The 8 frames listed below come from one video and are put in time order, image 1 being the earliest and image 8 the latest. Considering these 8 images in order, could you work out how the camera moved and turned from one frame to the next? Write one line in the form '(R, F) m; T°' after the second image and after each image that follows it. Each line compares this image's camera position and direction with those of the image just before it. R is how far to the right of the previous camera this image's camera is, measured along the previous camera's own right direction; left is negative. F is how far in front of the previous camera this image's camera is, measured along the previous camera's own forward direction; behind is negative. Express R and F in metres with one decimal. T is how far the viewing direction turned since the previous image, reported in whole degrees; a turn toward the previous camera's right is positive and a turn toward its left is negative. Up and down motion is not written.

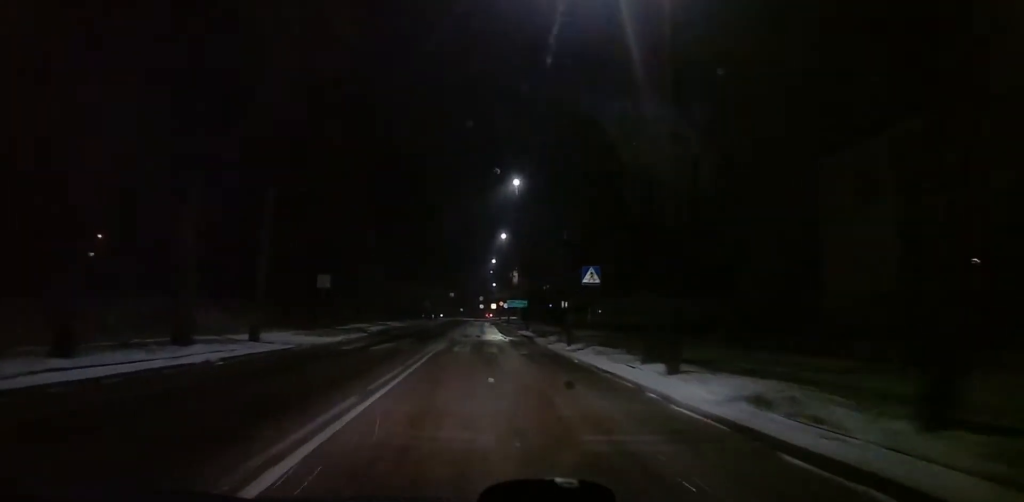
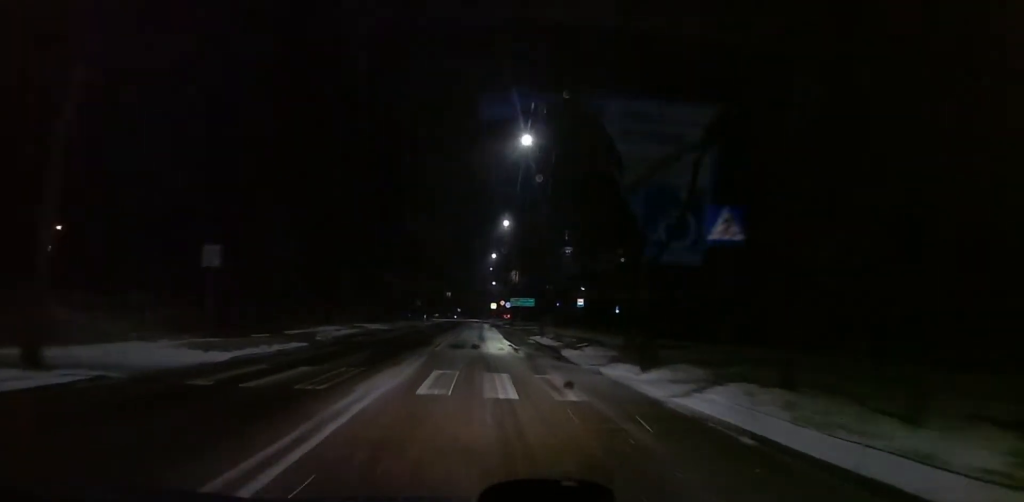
(+0.5, +12.0) m; +2°
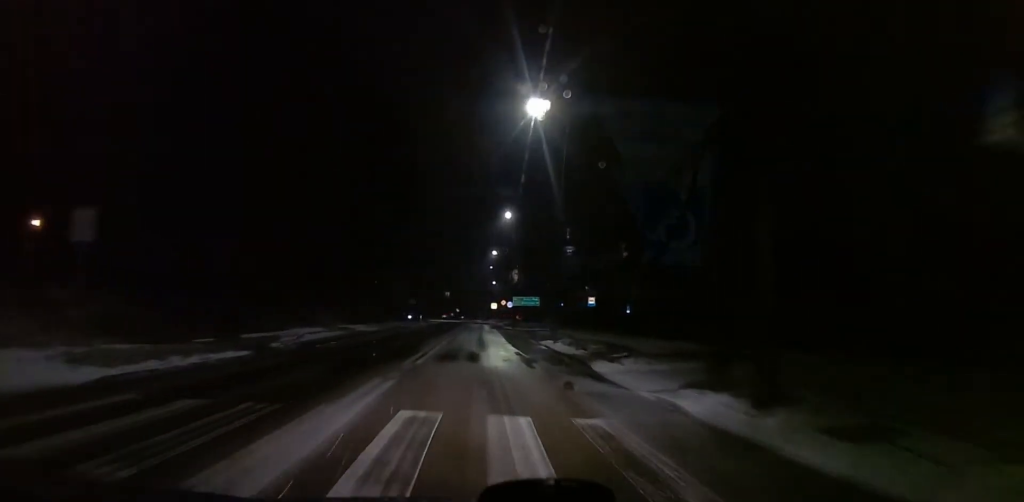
(0.0, +6.2) m; 0°
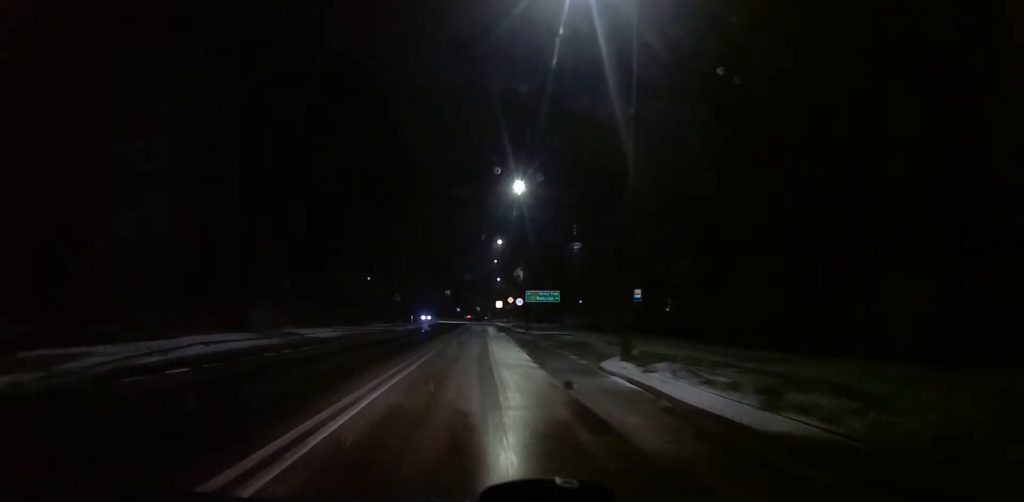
(0.0, +14.2) m; 0°
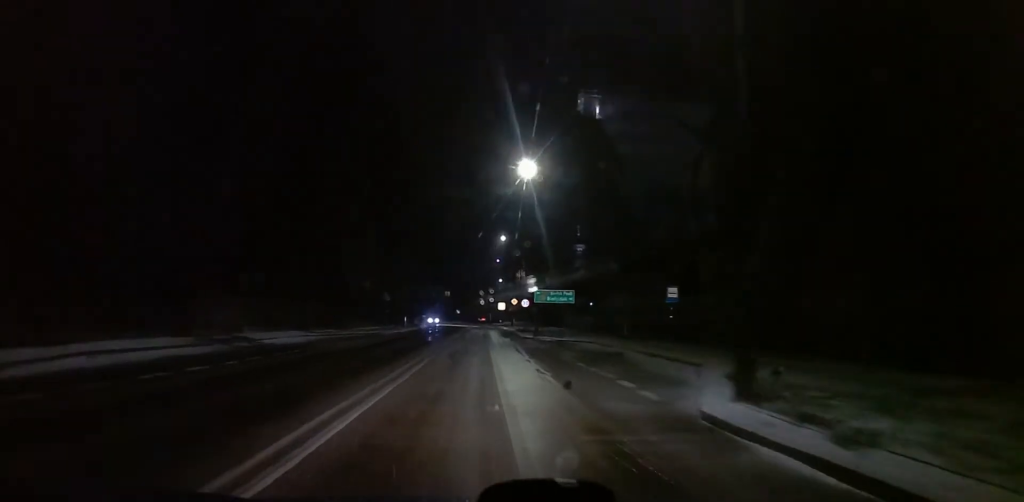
(0.0, +6.9) m; -1°
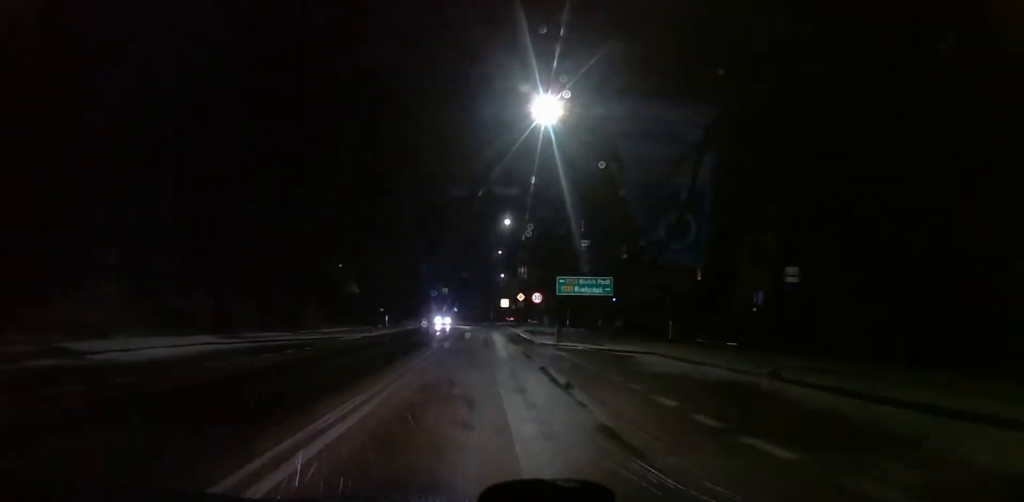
(-0.2, +12.4) m; -1°
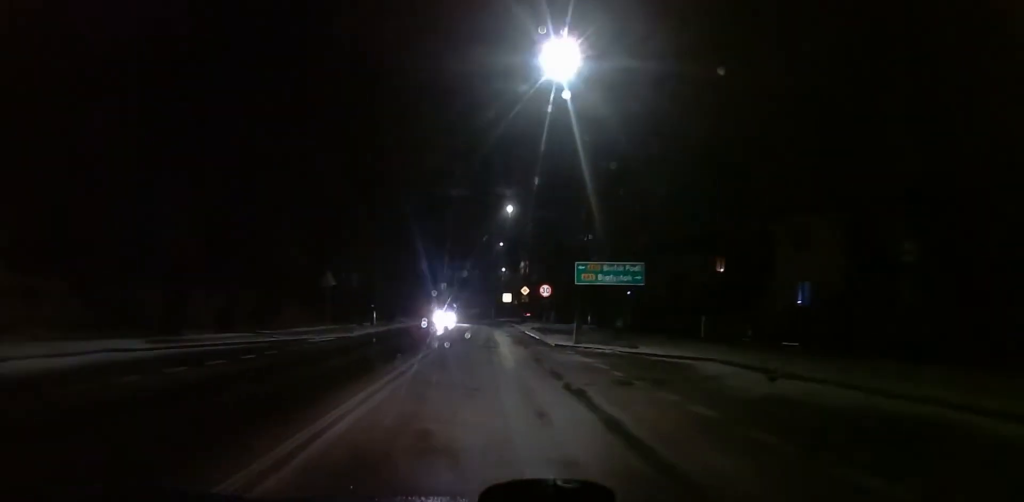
(-0.2, +6.1) m; 0°
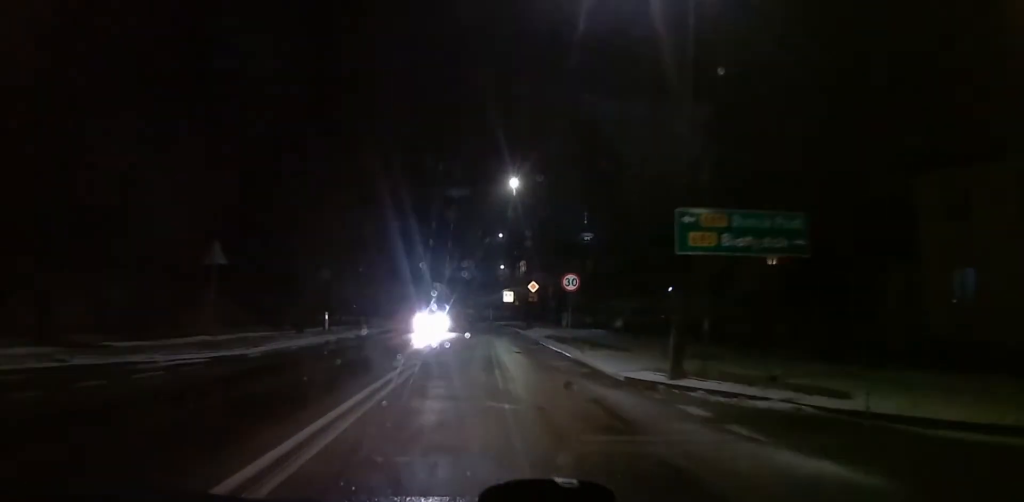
(+0.6, +12.8) m; +5°
